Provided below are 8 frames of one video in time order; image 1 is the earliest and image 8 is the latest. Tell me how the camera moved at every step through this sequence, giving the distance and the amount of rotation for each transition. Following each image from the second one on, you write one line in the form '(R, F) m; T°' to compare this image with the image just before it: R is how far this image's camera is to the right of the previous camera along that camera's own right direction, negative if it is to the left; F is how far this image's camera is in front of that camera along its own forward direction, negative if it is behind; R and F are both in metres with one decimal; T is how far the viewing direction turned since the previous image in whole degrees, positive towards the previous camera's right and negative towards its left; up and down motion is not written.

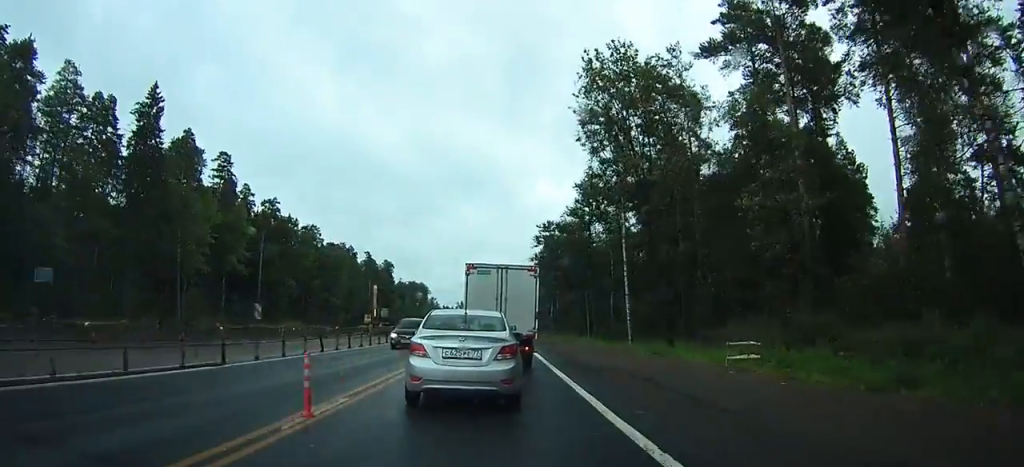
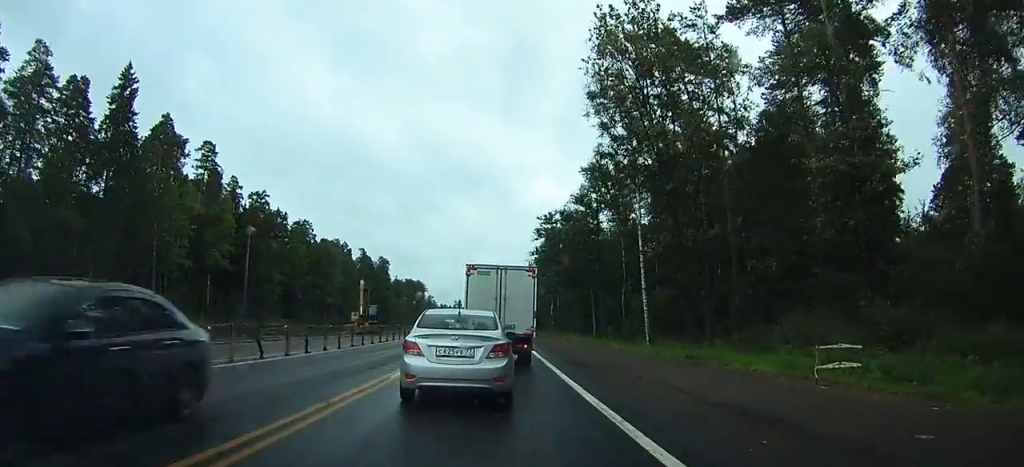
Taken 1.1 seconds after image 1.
(0.0, +5.6) m; -1°
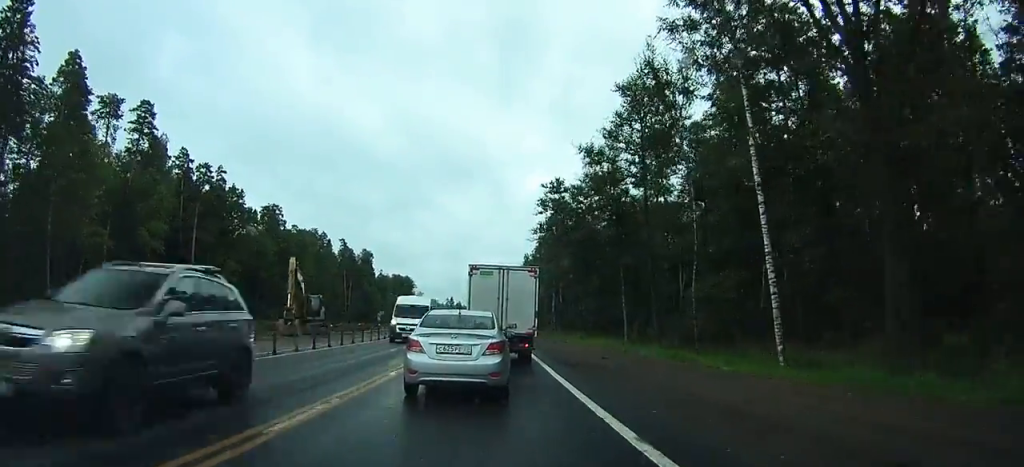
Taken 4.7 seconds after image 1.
(-0.7, +17.9) m; -5°
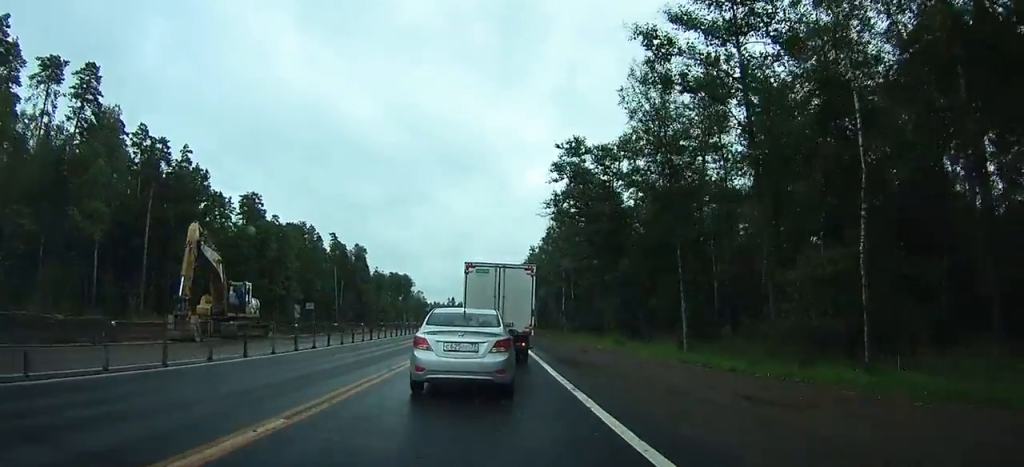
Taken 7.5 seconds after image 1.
(-0.4, +14.0) m; -2°
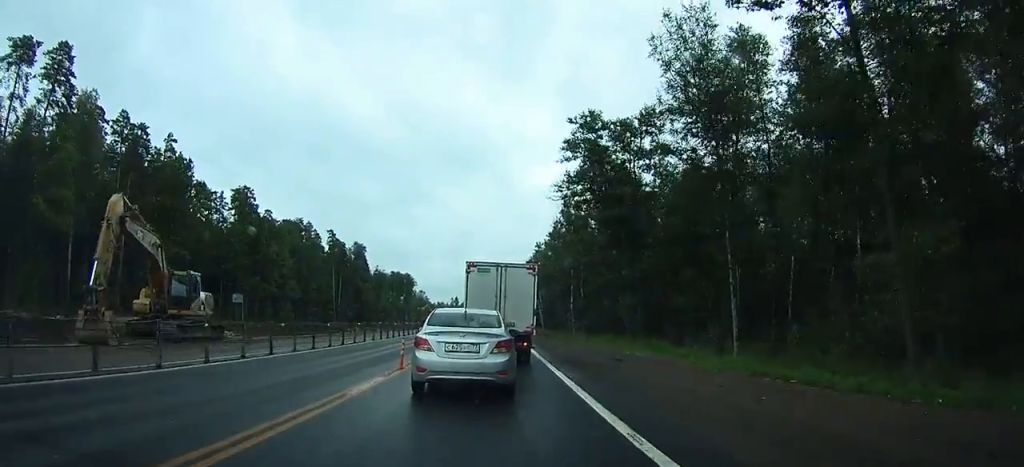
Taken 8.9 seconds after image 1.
(0.0, +6.5) m; +2°
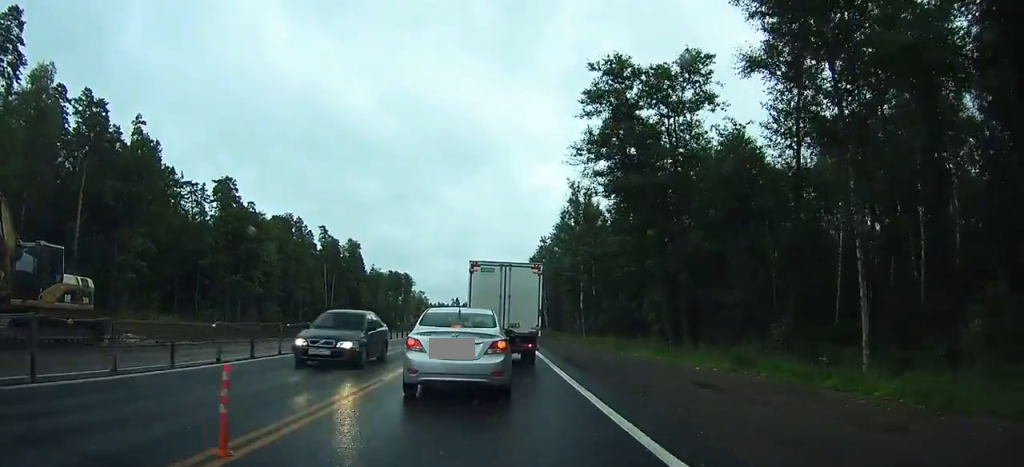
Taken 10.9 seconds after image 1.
(+0.3, +9.6) m; +4°
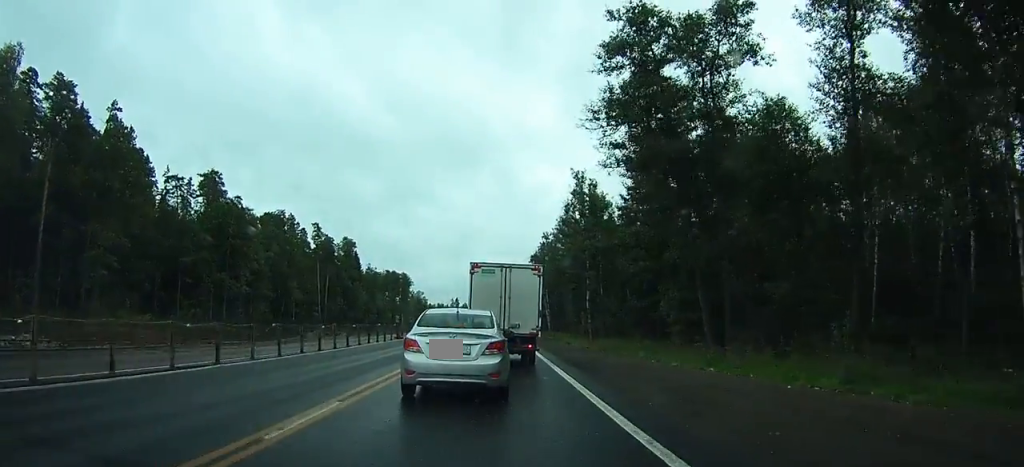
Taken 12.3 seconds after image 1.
(+0.2, +6.5) m; +2°
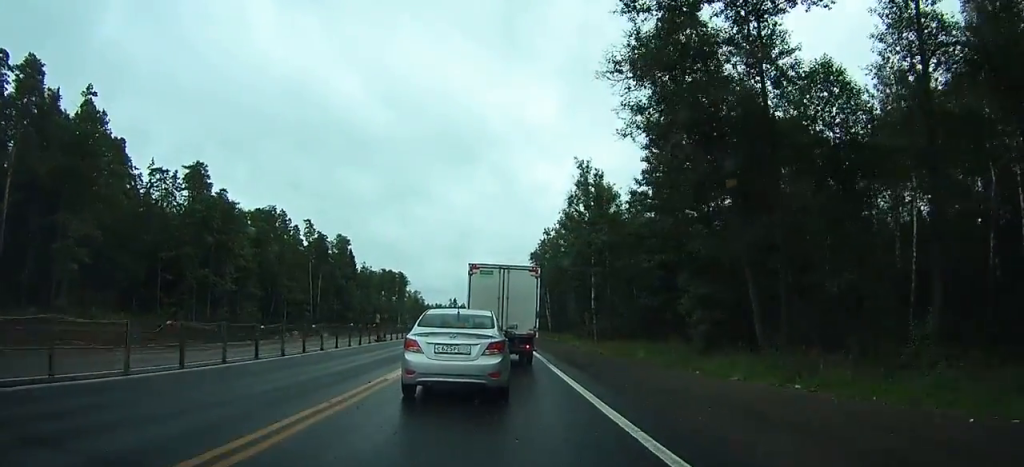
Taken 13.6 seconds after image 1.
(0.0, +6.0) m; 0°
